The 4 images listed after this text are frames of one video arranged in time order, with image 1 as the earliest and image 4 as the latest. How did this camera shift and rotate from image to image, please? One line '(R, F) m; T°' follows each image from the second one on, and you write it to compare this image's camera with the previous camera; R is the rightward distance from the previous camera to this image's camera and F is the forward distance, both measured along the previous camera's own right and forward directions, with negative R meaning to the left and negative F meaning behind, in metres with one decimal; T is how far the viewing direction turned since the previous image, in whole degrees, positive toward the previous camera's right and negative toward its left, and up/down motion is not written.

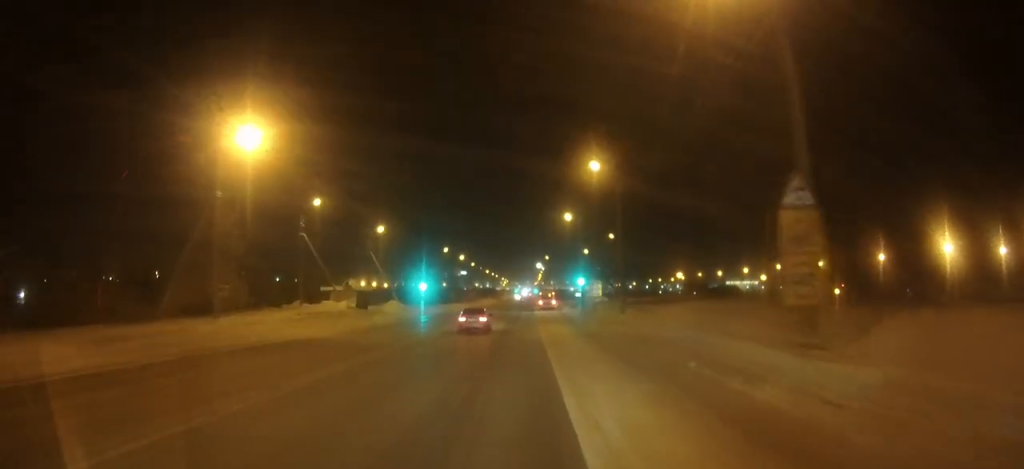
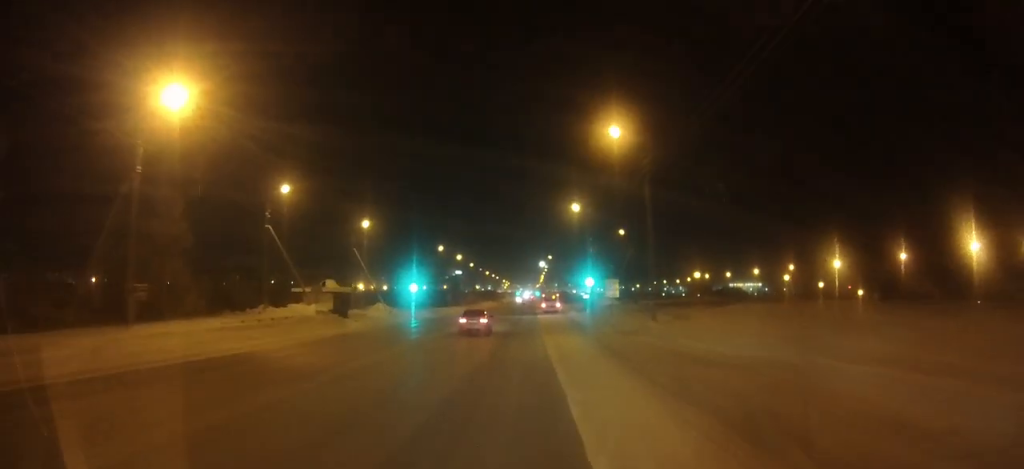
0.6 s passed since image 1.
(0.0, +8.4) m; 0°
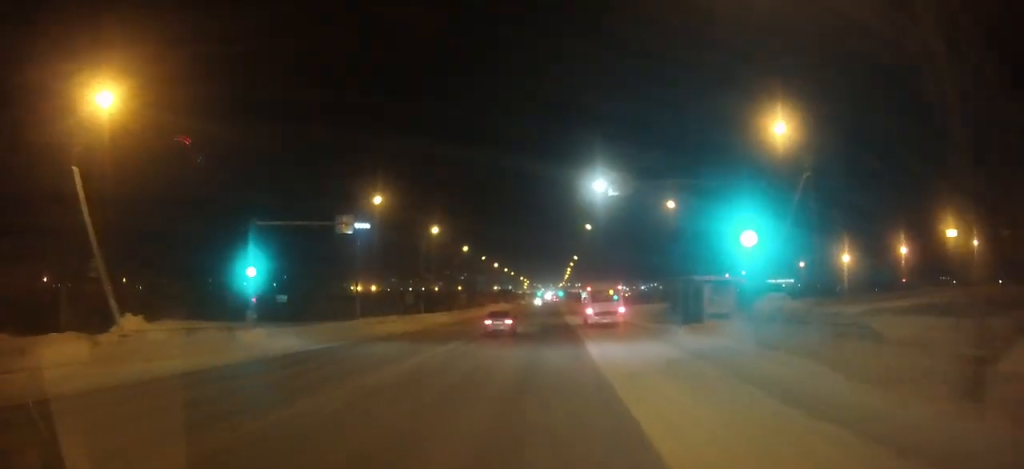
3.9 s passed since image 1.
(-0.2, +51.1) m; -1°
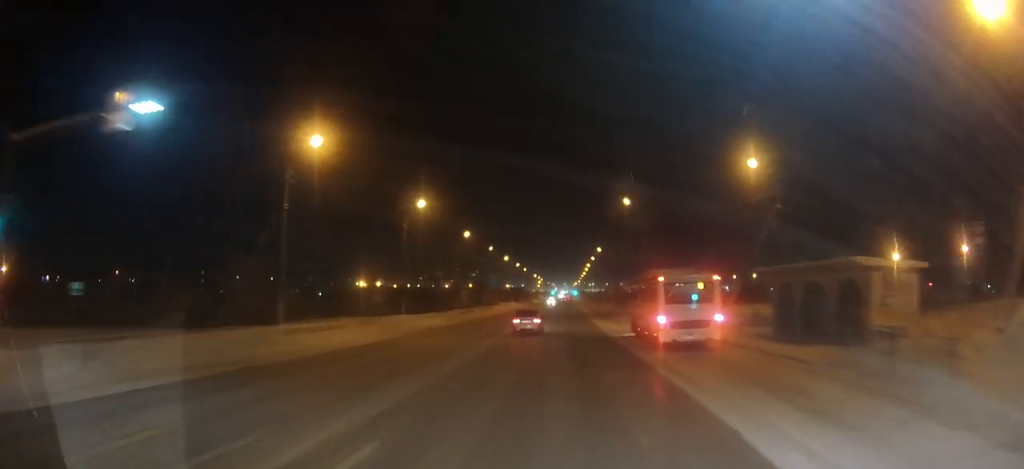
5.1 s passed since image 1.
(-0.3, +18.7) m; -1°
